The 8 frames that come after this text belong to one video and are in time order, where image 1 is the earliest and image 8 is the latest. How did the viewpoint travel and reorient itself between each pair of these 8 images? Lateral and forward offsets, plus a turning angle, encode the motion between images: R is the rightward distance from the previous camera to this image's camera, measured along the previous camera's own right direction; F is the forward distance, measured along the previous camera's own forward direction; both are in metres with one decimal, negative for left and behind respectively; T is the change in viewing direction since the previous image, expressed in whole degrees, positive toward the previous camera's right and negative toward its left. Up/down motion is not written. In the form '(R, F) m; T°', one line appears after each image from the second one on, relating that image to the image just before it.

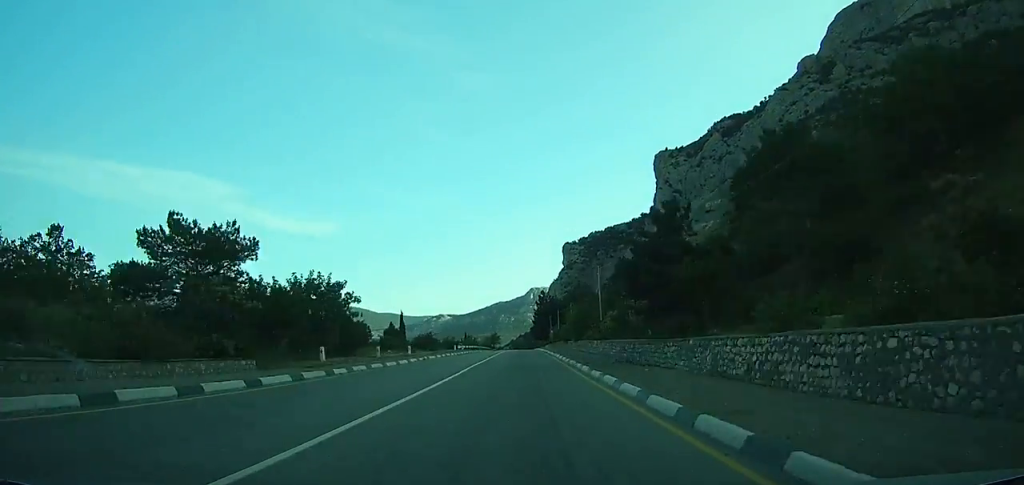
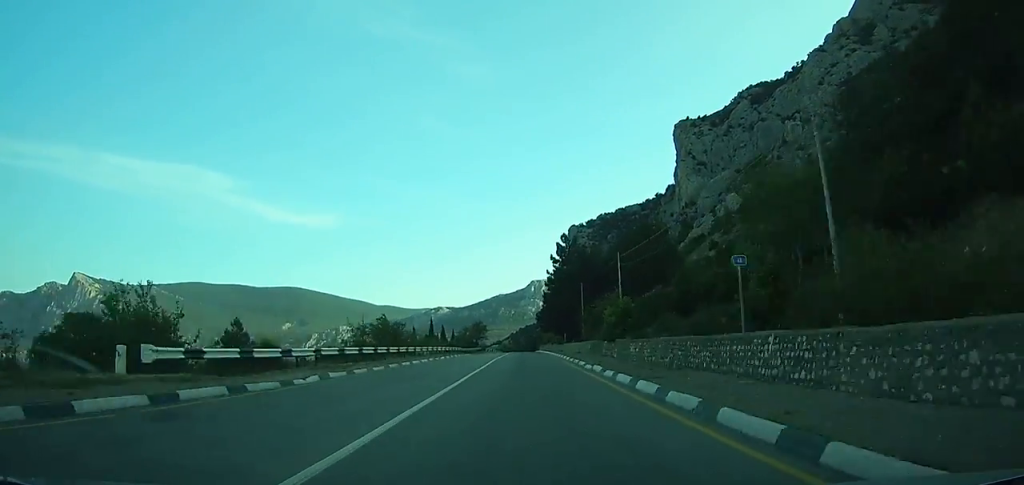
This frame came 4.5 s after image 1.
(0.0, +76.1) m; 0°
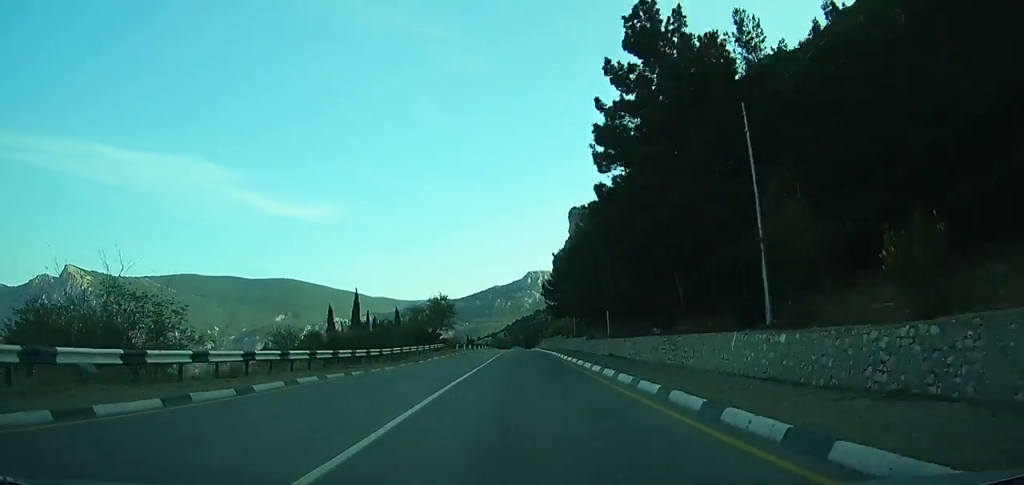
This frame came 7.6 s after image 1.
(+0.2, +52.4) m; +1°
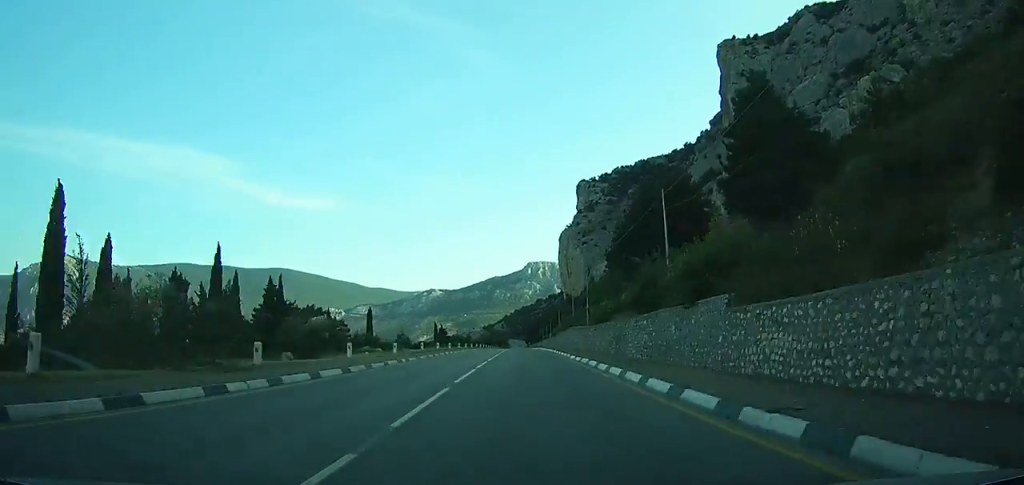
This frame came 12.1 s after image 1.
(+0.7, +80.5) m; 0°
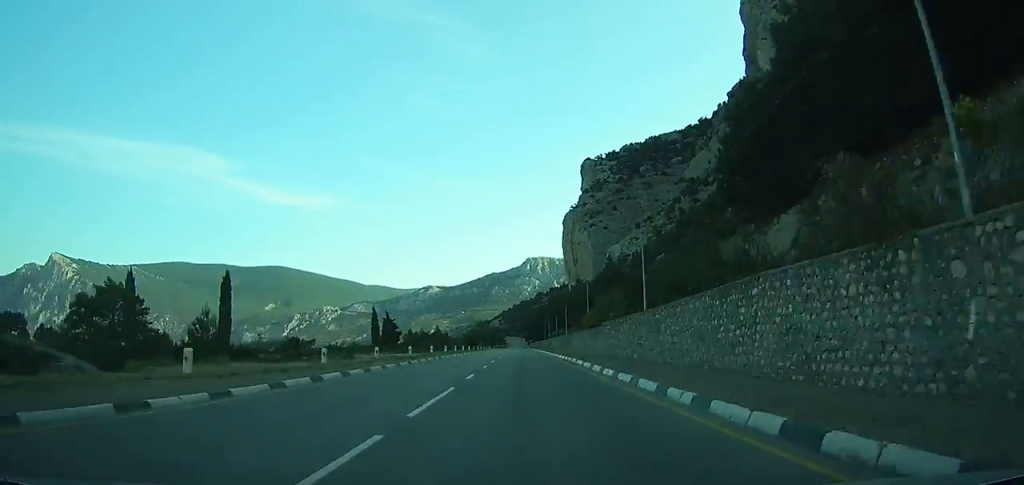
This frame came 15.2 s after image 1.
(-0.3, +57.7) m; 0°
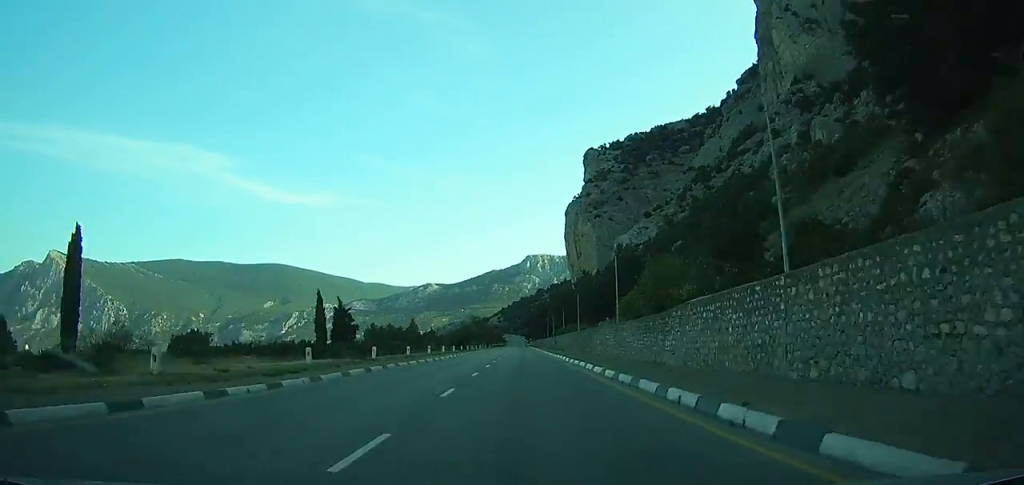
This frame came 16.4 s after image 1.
(-0.1, +22.3) m; 0°
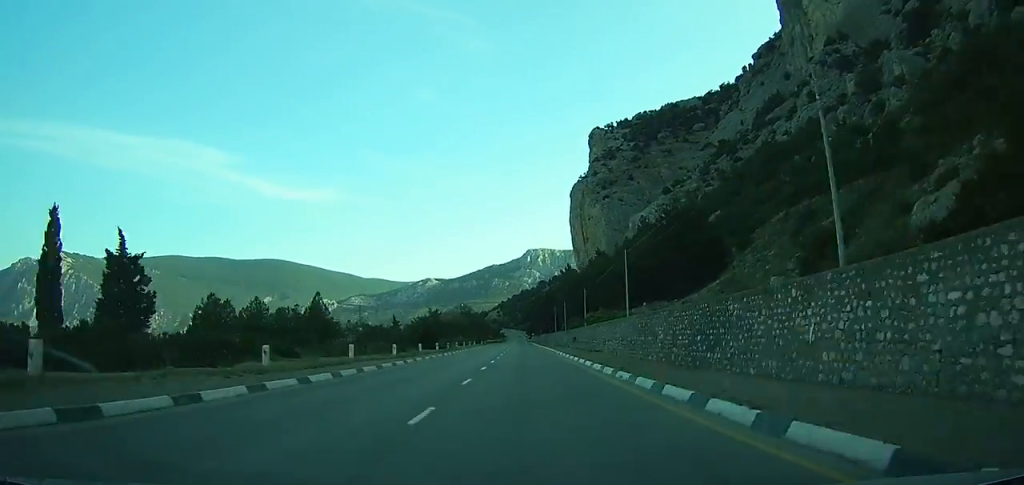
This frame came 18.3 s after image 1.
(-0.1, +35.3) m; 0°
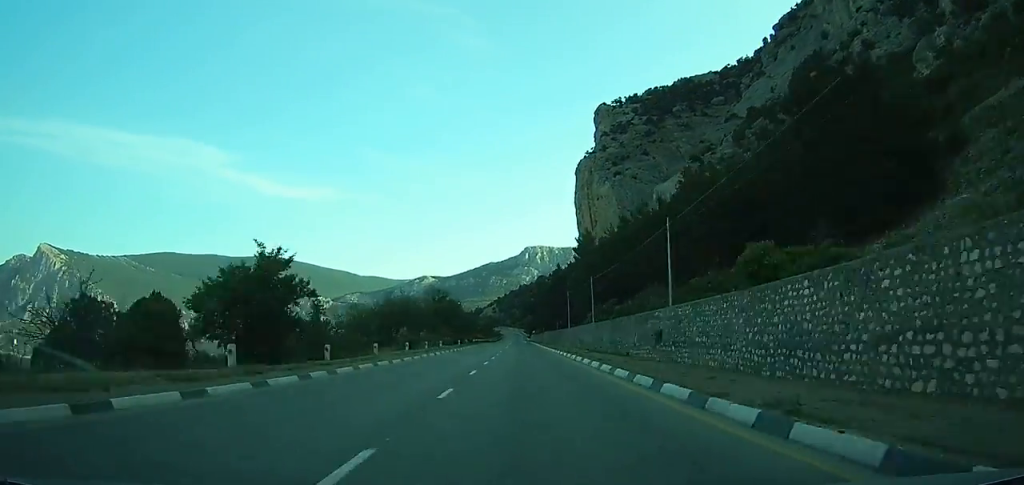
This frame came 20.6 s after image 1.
(+0.2, +42.8) m; 0°
